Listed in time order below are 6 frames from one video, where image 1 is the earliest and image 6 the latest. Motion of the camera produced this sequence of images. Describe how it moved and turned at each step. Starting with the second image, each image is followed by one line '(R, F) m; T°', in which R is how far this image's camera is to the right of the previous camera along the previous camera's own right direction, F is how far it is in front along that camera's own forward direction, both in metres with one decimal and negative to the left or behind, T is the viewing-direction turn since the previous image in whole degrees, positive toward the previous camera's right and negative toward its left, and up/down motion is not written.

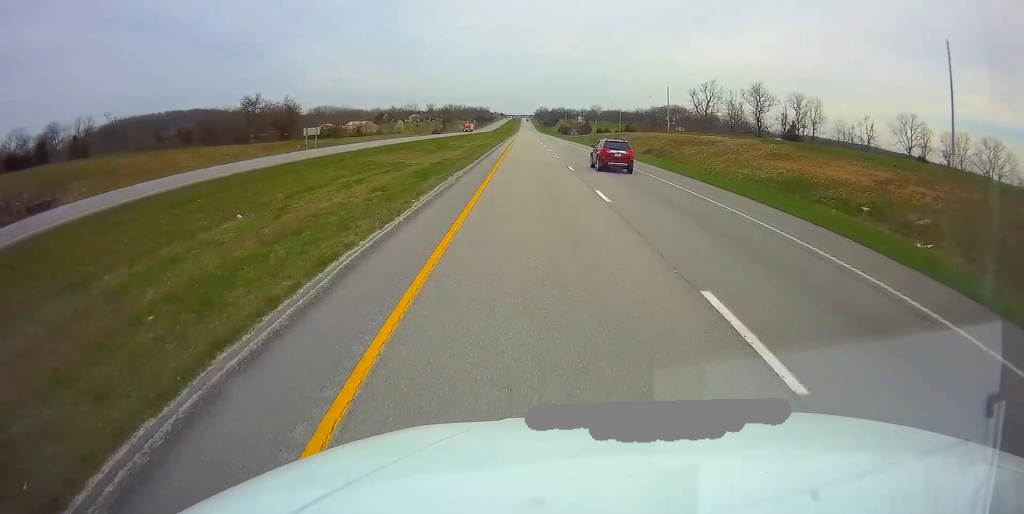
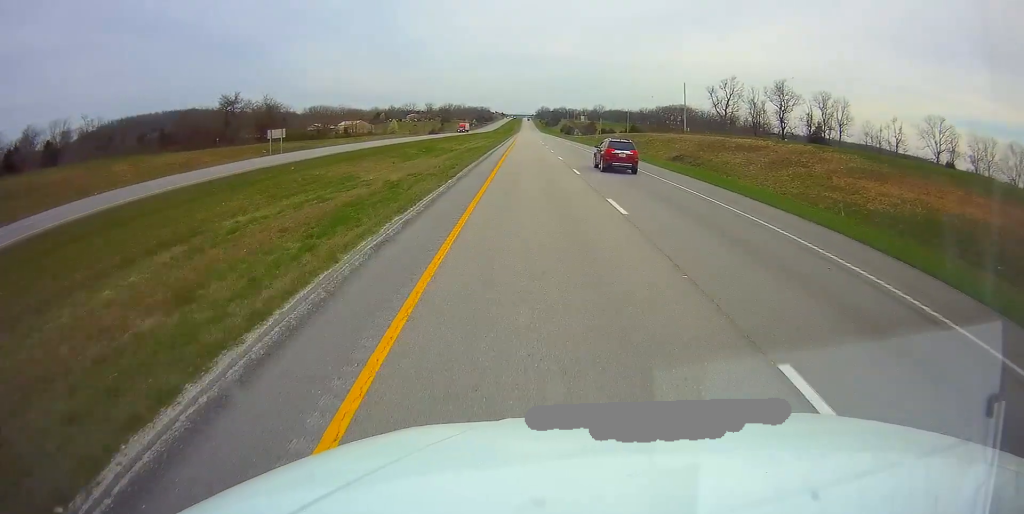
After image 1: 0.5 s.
(0.0, +14.7) m; 0°
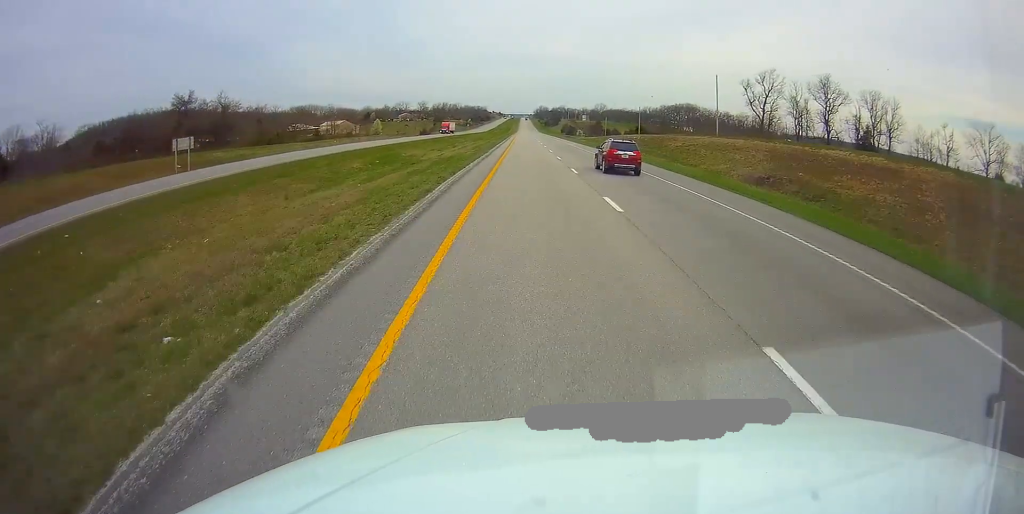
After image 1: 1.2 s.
(0.0, +24.1) m; 0°
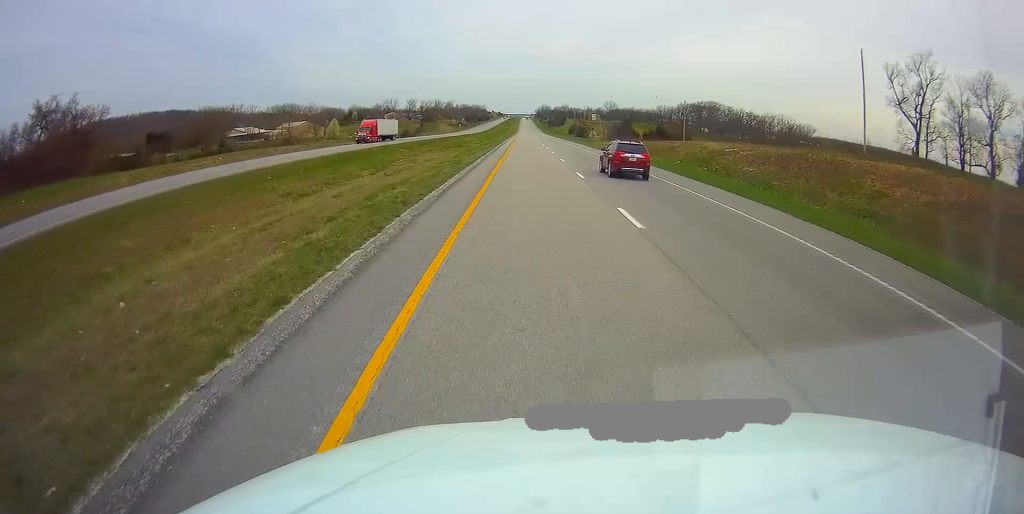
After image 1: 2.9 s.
(0.0, +51.5) m; 0°
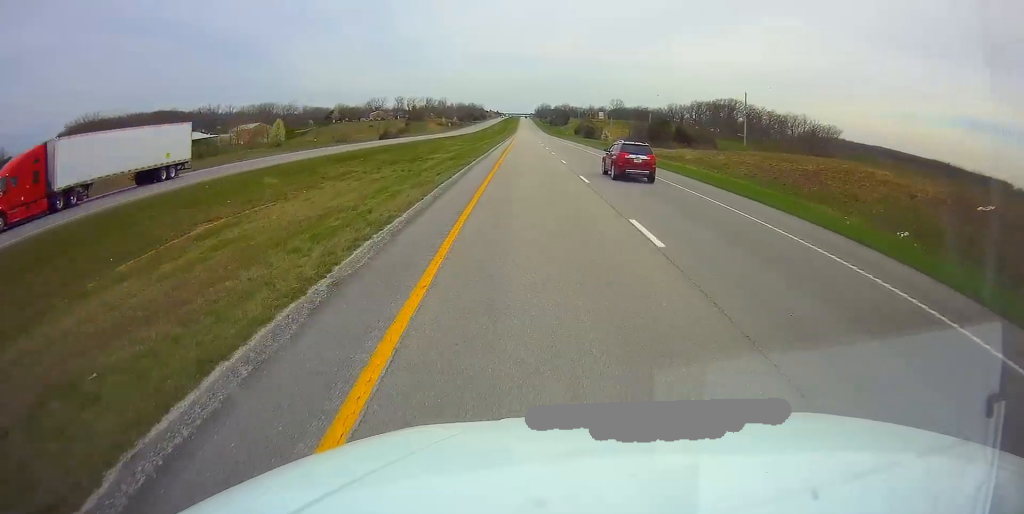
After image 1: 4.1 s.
(-0.1, +38.8) m; 0°
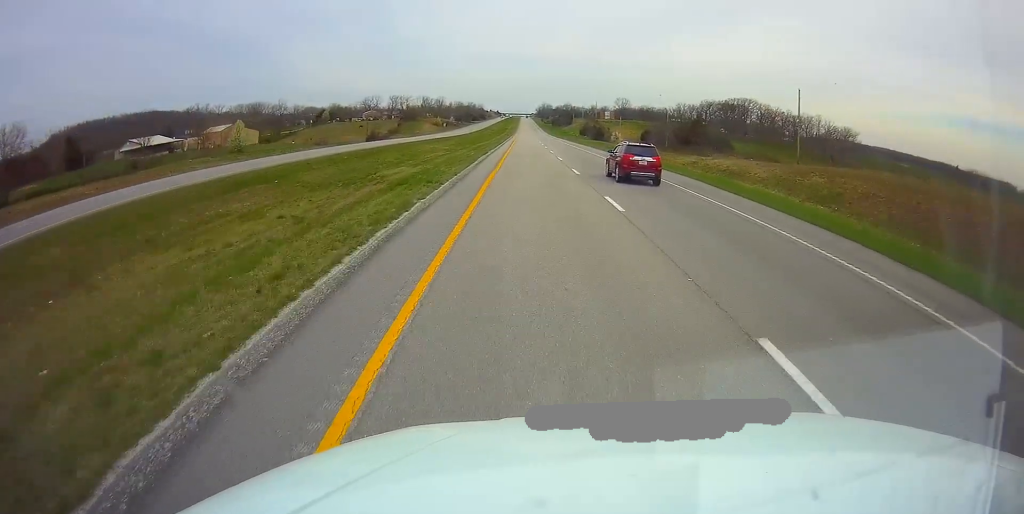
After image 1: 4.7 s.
(+0.1, +19.8) m; 0°
